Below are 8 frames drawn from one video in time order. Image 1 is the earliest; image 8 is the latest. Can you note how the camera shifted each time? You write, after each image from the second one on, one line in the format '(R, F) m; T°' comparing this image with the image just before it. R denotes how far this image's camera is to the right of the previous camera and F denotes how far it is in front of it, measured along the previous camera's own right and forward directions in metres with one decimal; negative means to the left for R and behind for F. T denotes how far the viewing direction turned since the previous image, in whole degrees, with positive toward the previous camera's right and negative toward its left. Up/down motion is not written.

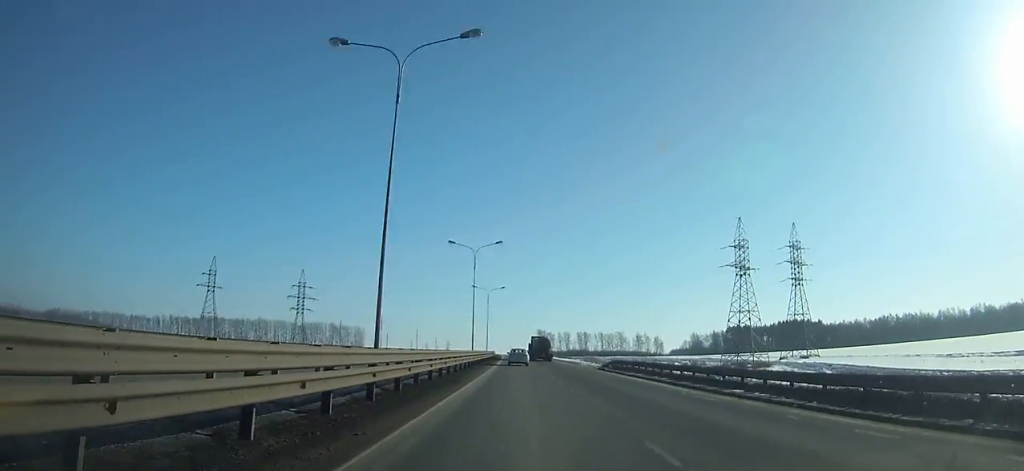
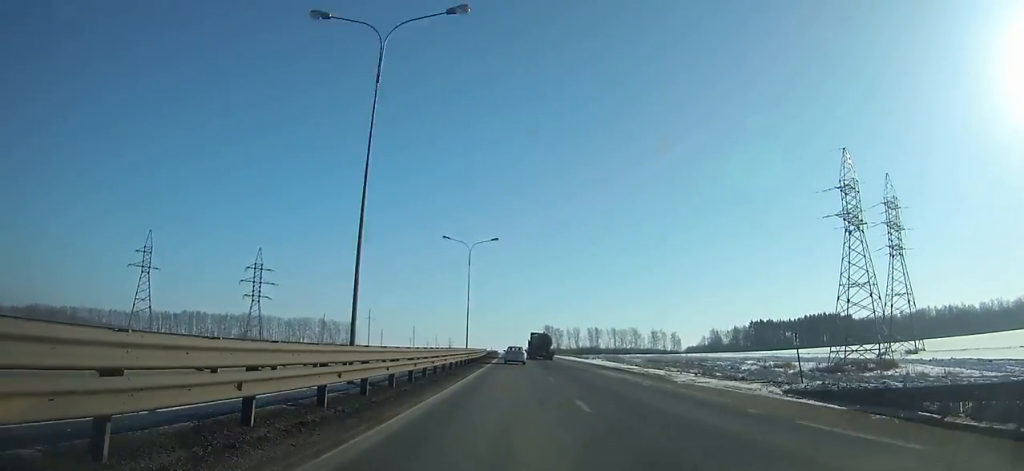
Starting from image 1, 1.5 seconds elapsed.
(-0.3, +40.7) m; -1°
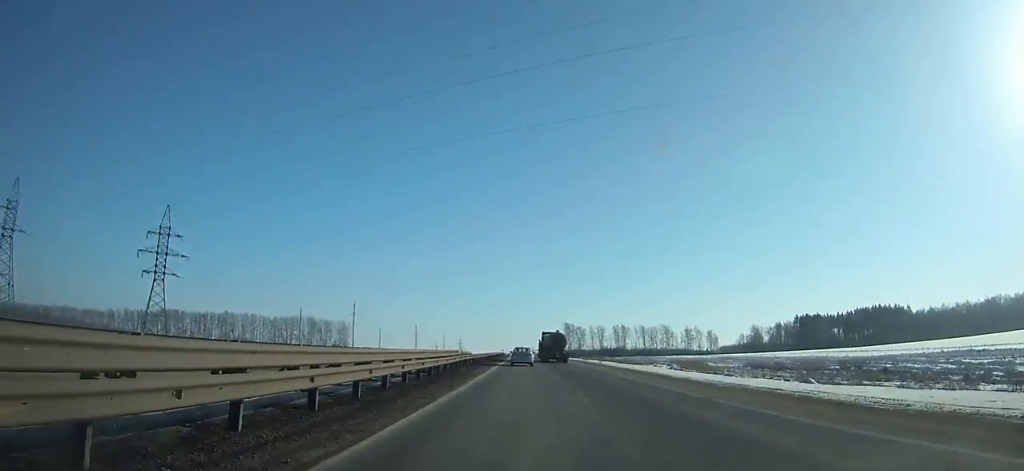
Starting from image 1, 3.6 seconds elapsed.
(-0.3, +57.0) m; -1°
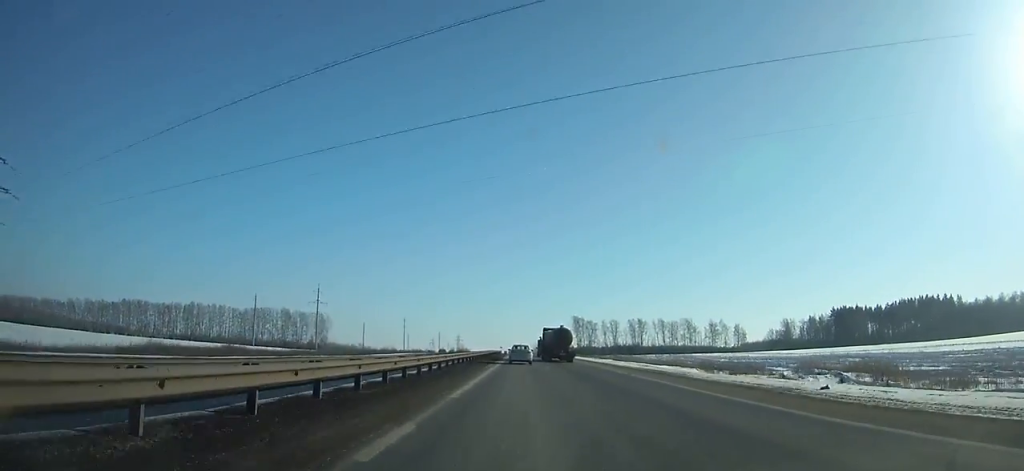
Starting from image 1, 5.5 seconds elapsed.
(-0.3, +51.5) m; -1°
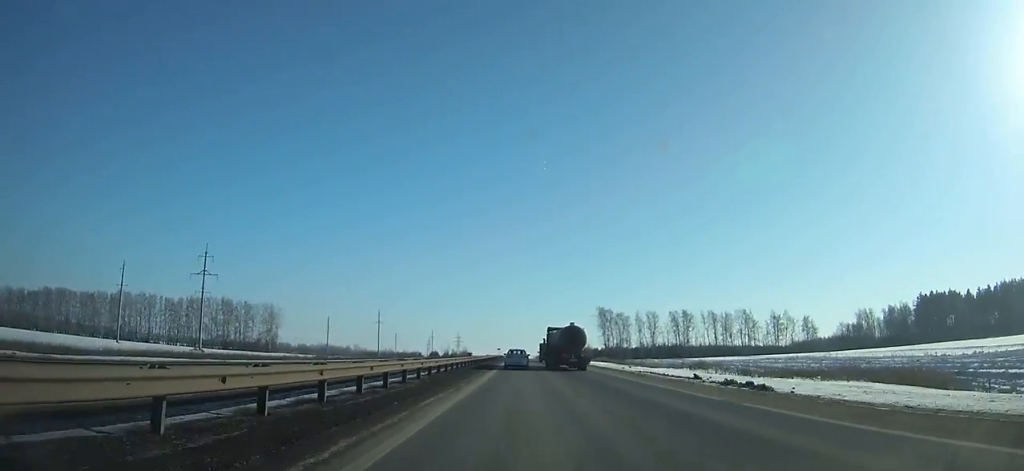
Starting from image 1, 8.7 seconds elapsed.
(-0.7, +86.8) m; -1°
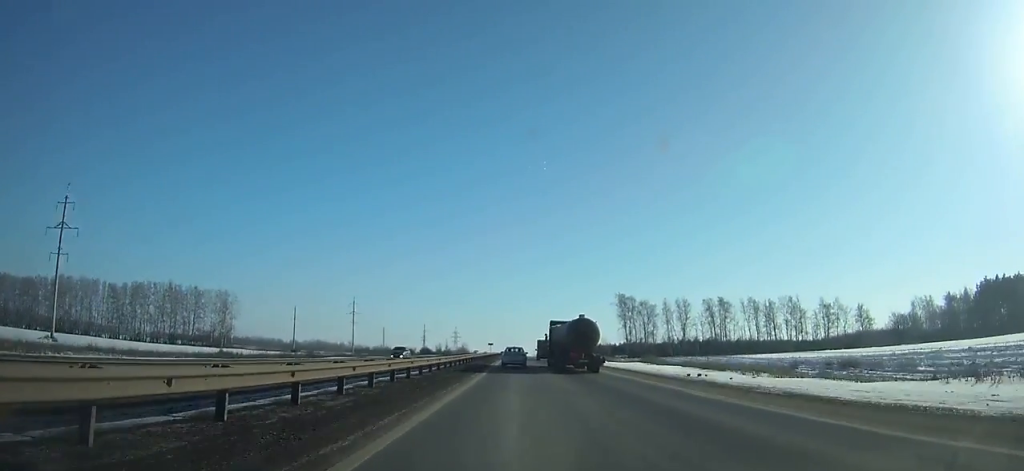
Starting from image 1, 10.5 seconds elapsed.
(-0.3, +49.2) m; -1°
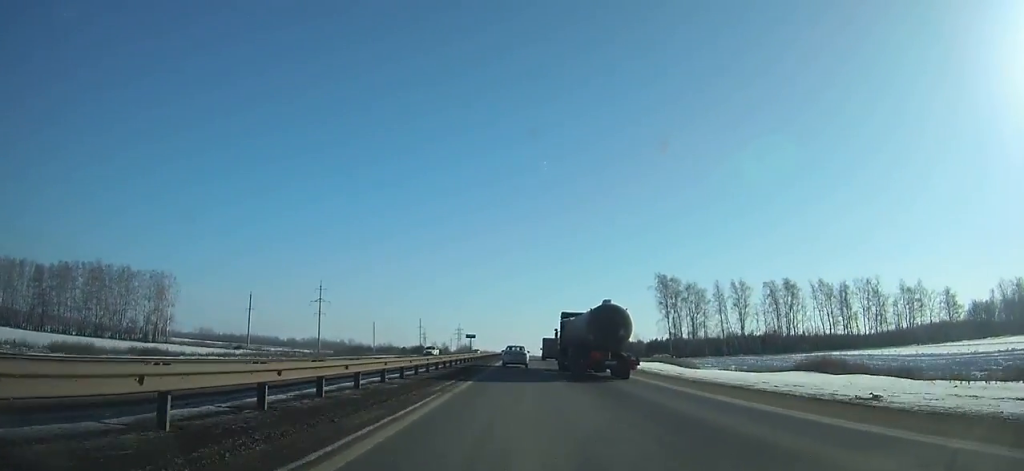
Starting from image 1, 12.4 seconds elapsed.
(-0.2, +52.0) m; 0°
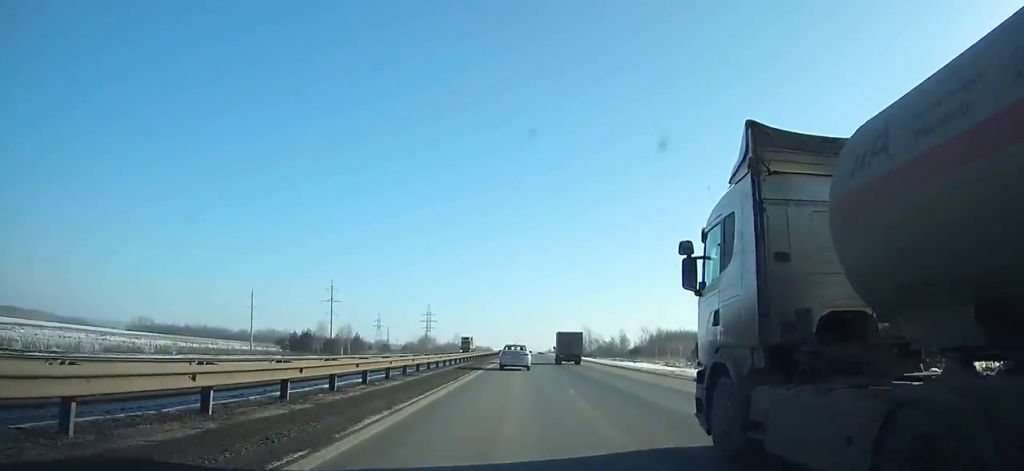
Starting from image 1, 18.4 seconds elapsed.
(-0.3, +164.6) m; 0°
